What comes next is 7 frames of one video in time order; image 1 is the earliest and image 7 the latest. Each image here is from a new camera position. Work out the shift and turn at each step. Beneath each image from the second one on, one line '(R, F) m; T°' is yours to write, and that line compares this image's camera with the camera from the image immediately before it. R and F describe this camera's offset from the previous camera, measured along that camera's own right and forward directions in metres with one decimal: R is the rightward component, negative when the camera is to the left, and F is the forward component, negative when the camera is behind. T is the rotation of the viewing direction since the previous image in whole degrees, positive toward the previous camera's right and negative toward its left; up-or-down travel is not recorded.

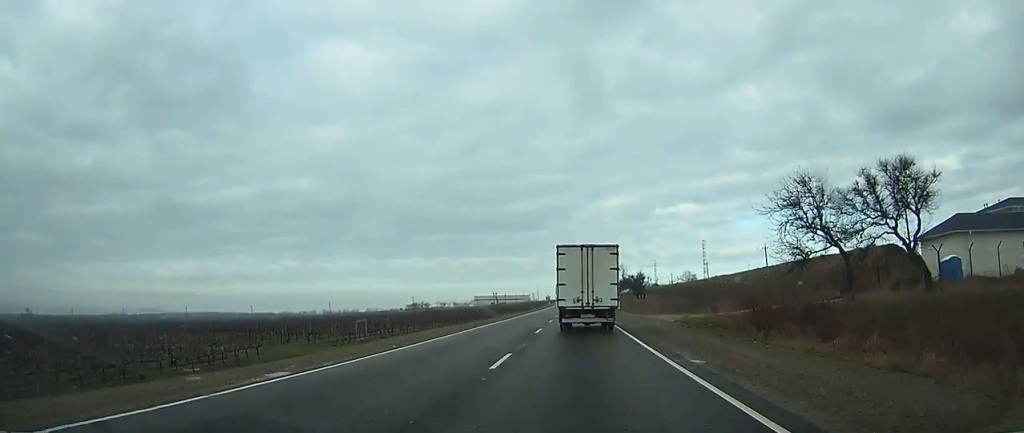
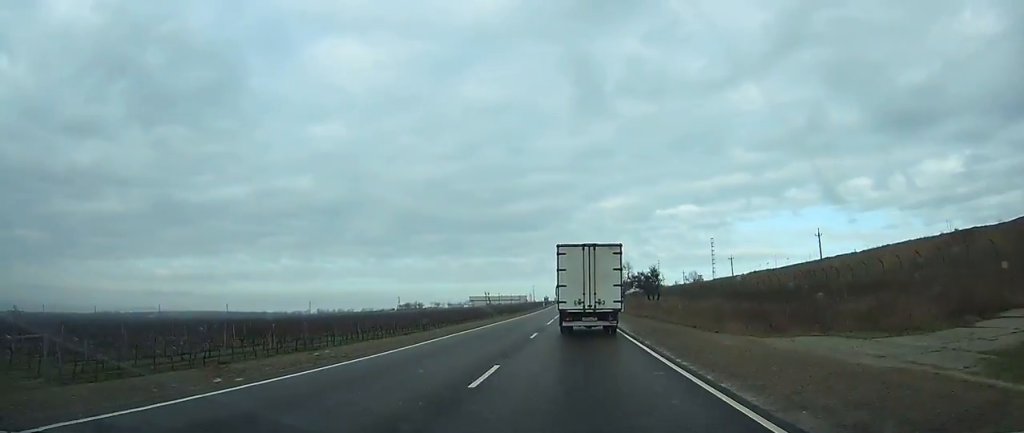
(+0.1, +25.5) m; 0°
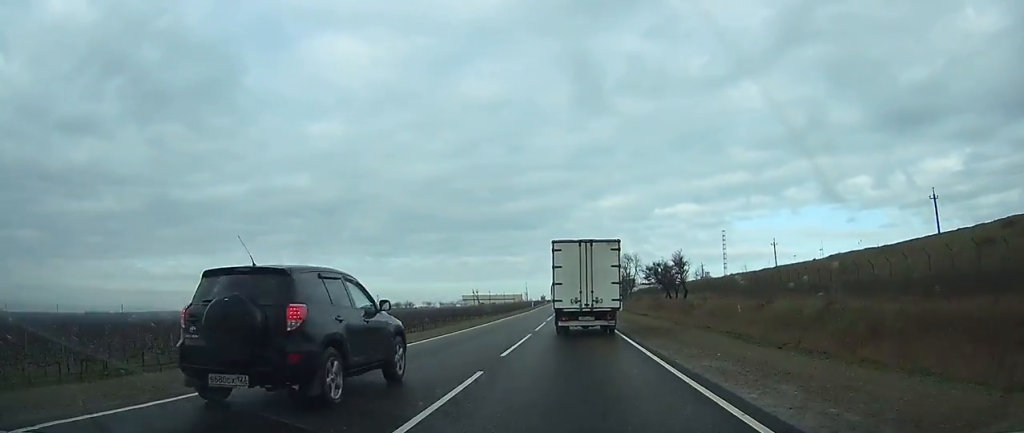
(0.0, +31.0) m; 0°
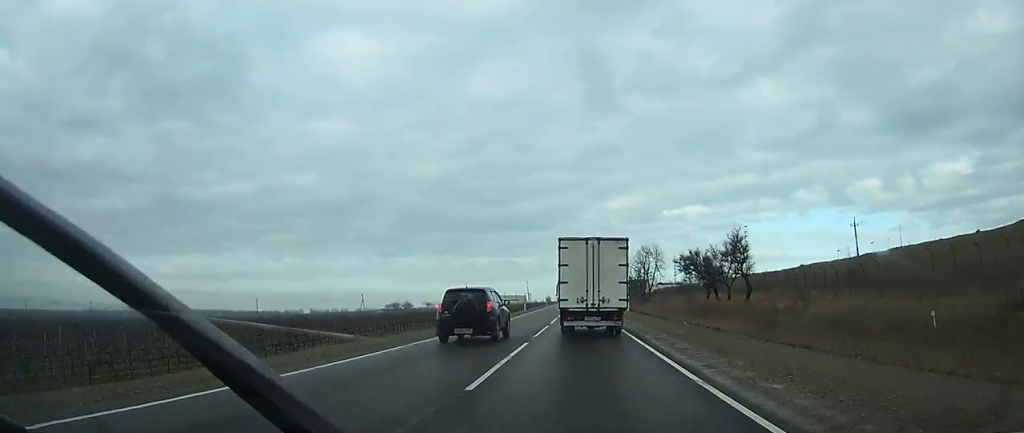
(-0.1, +29.3) m; 0°
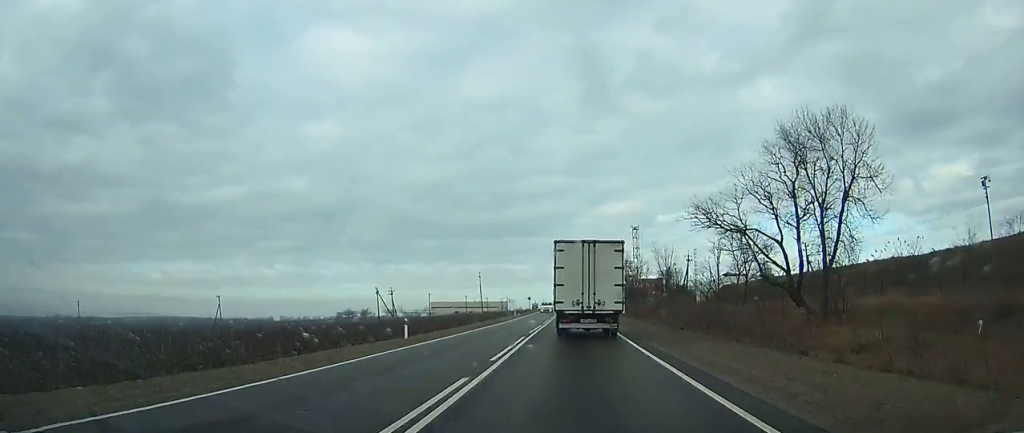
(+0.2, +103.3) m; 0°
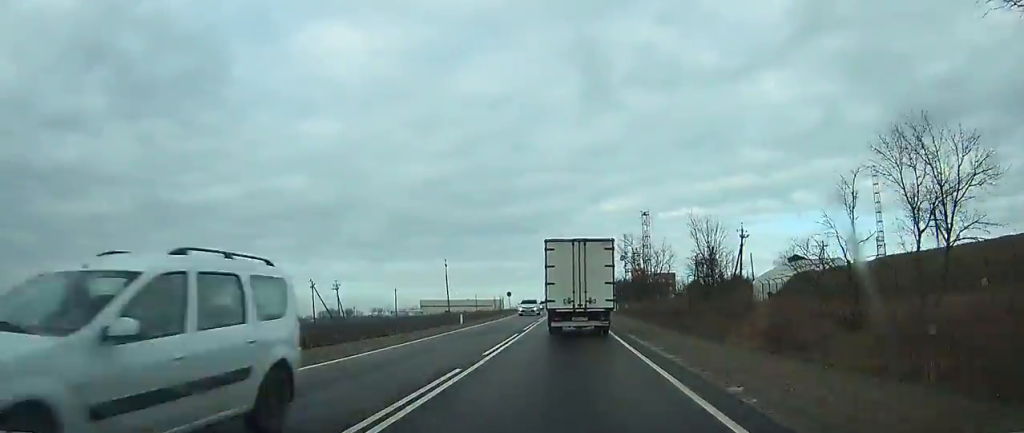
(0.0, +34.8) m; 0°
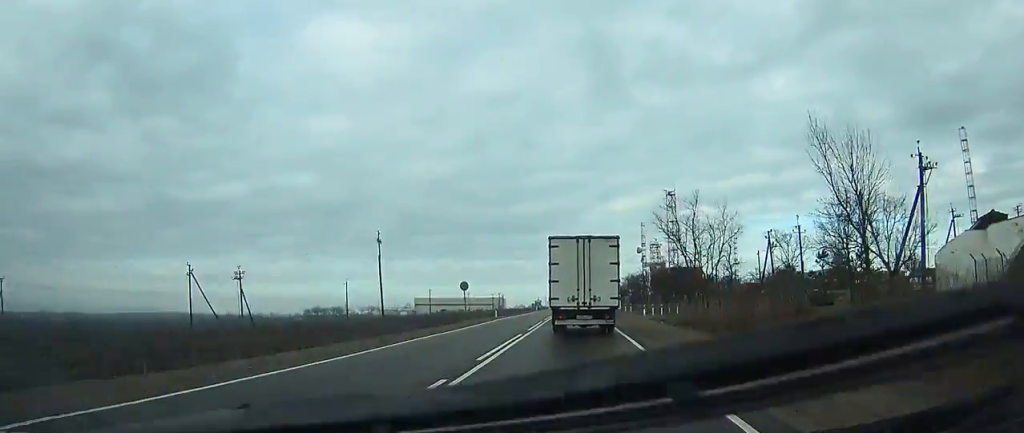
(-0.1, +37.4) m; 0°
